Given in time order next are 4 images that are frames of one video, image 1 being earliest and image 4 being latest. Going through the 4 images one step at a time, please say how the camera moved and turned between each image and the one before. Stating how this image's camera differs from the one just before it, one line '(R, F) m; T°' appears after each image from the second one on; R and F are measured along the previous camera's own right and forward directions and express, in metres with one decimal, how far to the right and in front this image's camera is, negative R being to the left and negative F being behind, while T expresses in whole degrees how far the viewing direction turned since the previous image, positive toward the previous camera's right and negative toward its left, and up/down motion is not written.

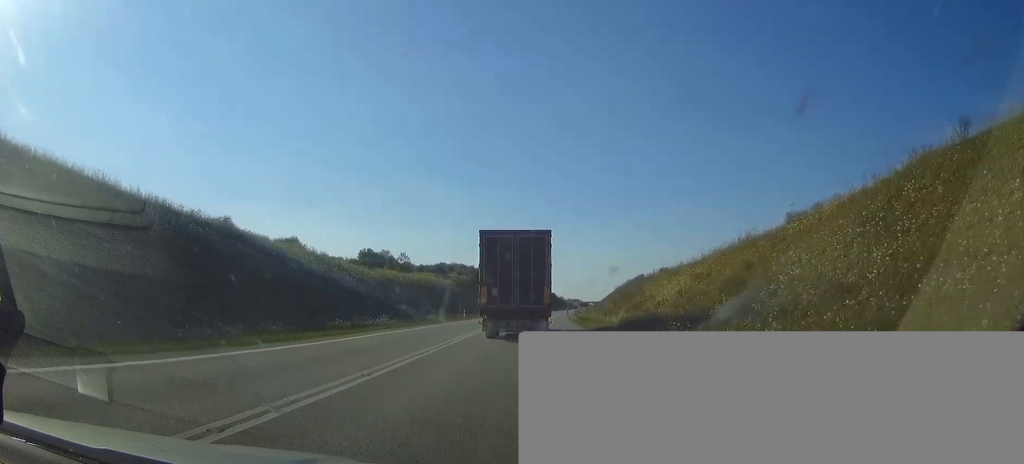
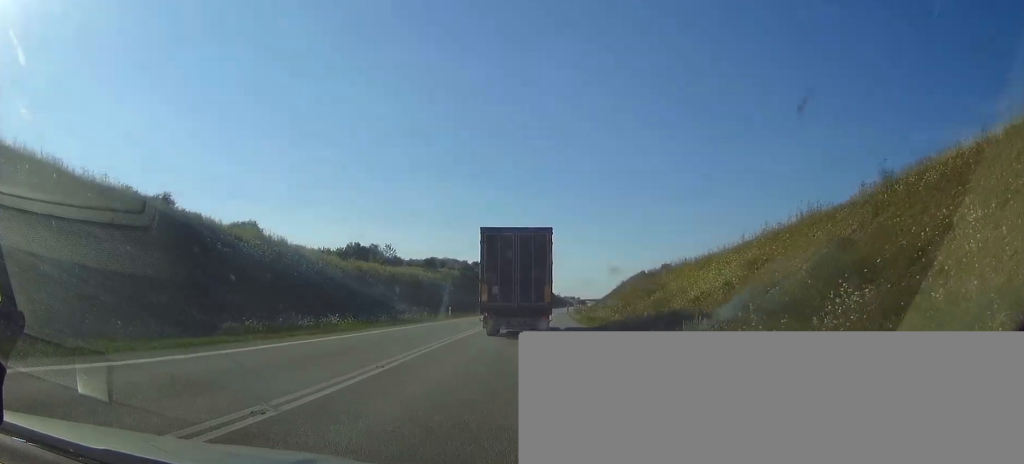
(+0.1, +10.8) m; 0°
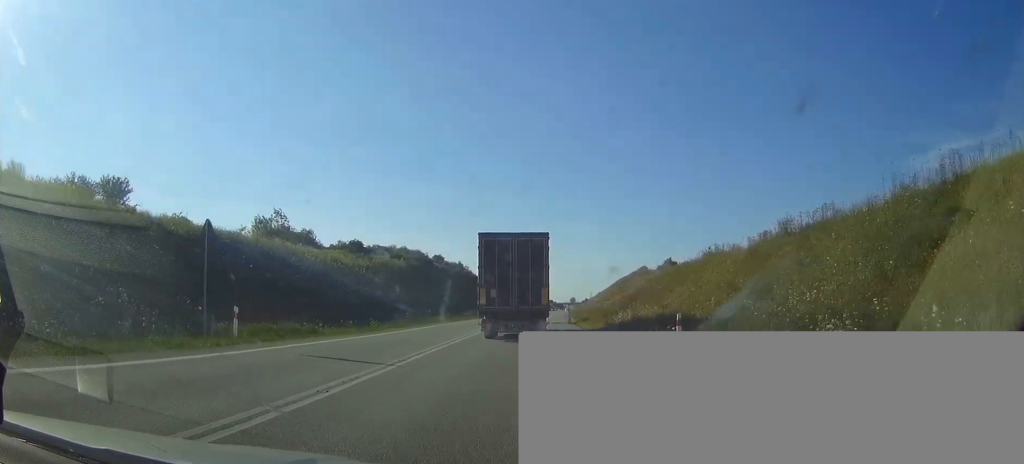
(+0.5, +46.1) m; +2°
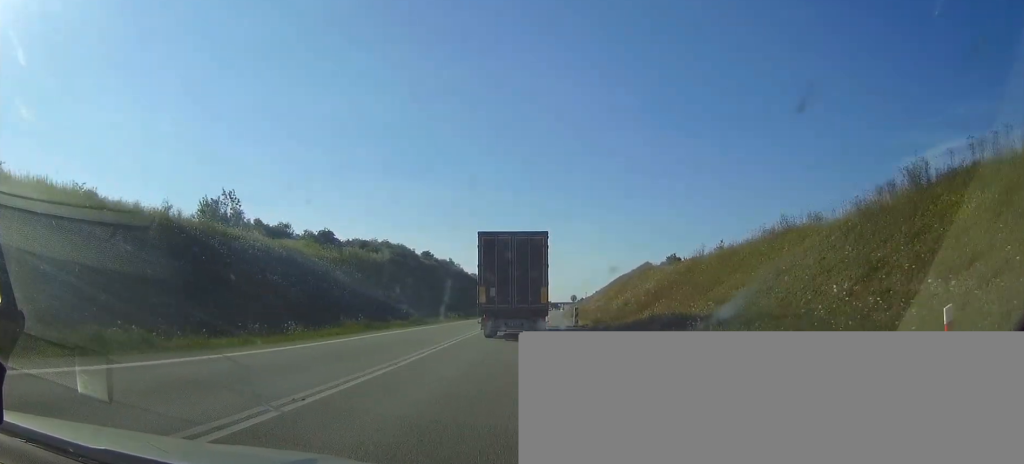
(+0.1, +12.9) m; +1°
